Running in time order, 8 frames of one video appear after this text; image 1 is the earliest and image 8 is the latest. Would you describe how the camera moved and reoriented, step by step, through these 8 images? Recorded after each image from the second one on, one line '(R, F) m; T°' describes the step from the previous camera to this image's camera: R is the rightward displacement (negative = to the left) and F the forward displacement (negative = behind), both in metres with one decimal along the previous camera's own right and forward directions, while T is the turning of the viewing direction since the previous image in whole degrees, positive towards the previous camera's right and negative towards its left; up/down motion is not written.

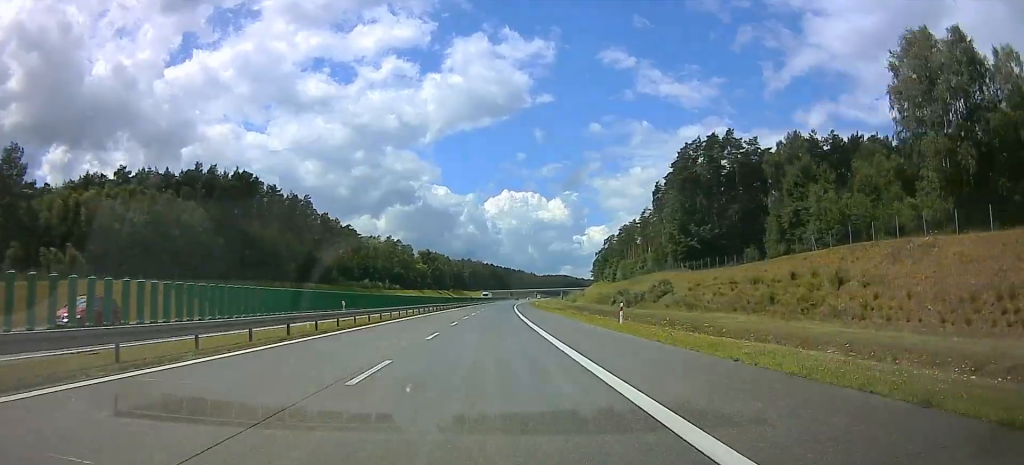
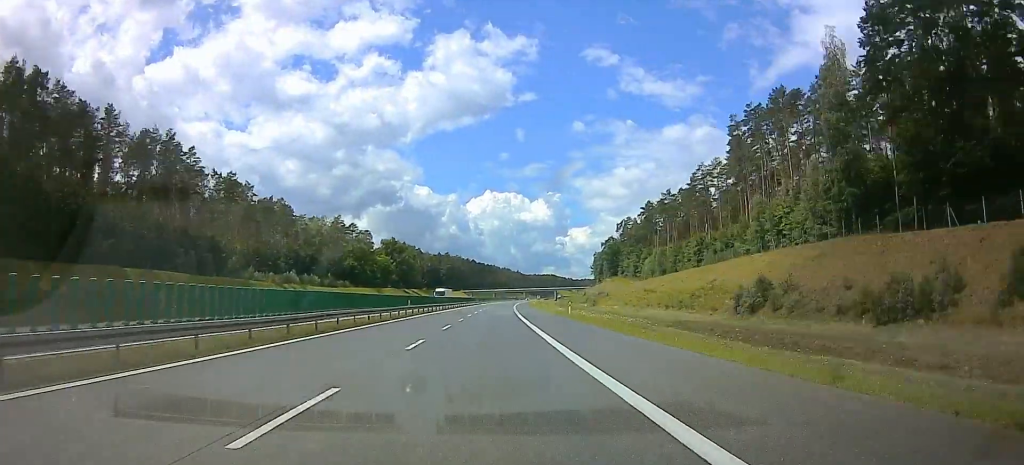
(+2.5, +73.8) m; +1°
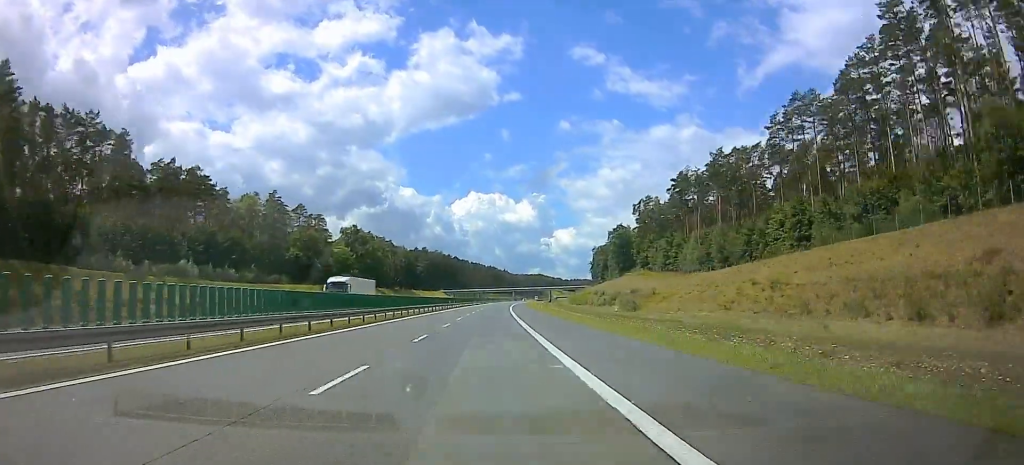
(+0.7, +54.3) m; -6°
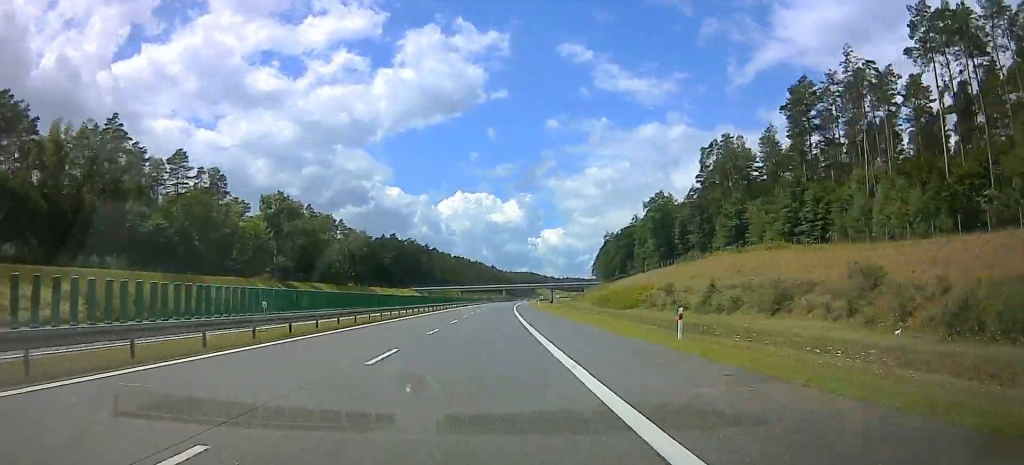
(-5.8, +72.9) m; +1°
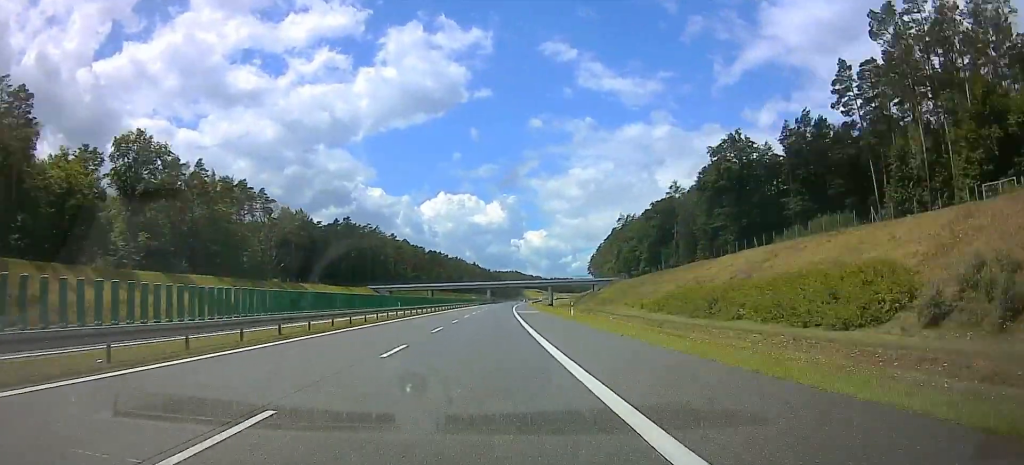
(-7.2, +61.6) m; +7°
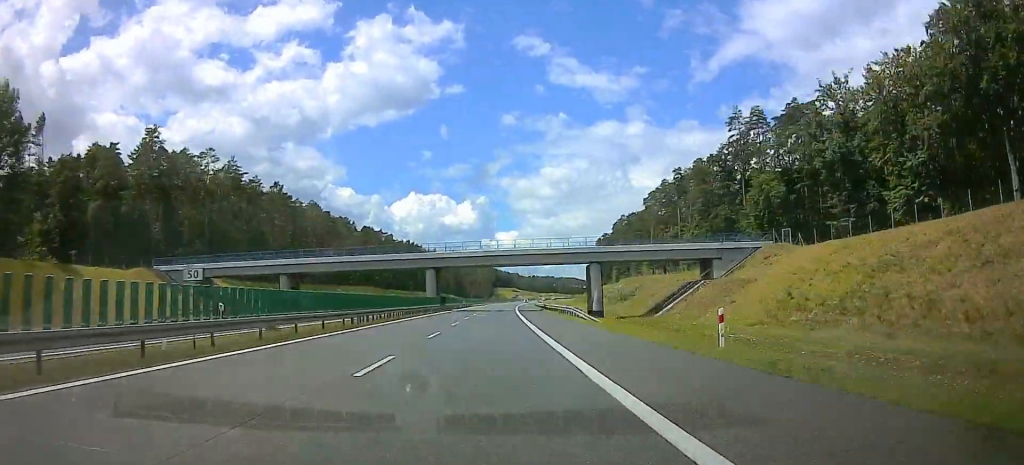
(+25.3, +129.8) m; +5°
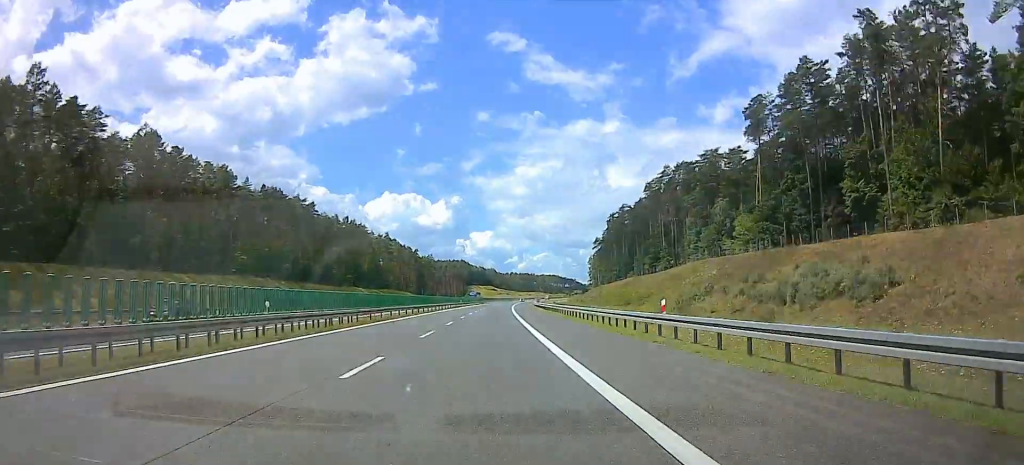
(-5.8, +95.3) m; -2°
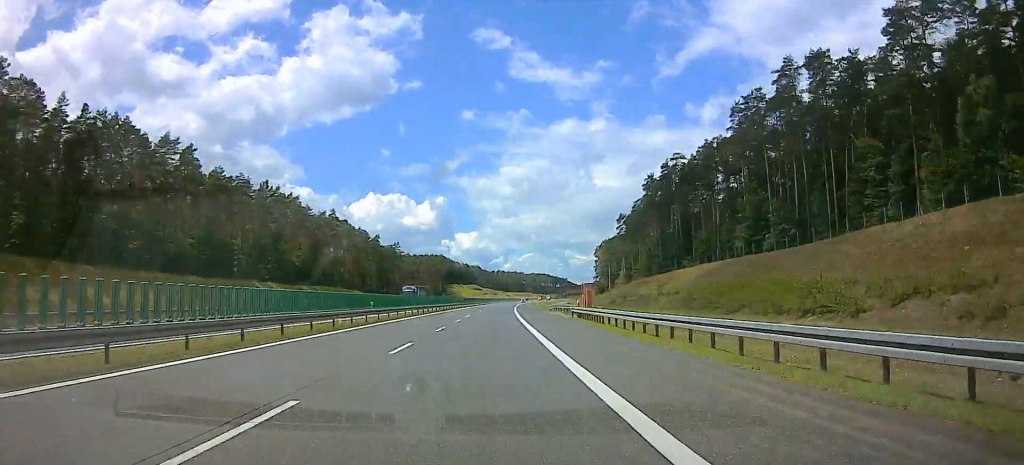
(+1.9, +82.2) m; +2°
